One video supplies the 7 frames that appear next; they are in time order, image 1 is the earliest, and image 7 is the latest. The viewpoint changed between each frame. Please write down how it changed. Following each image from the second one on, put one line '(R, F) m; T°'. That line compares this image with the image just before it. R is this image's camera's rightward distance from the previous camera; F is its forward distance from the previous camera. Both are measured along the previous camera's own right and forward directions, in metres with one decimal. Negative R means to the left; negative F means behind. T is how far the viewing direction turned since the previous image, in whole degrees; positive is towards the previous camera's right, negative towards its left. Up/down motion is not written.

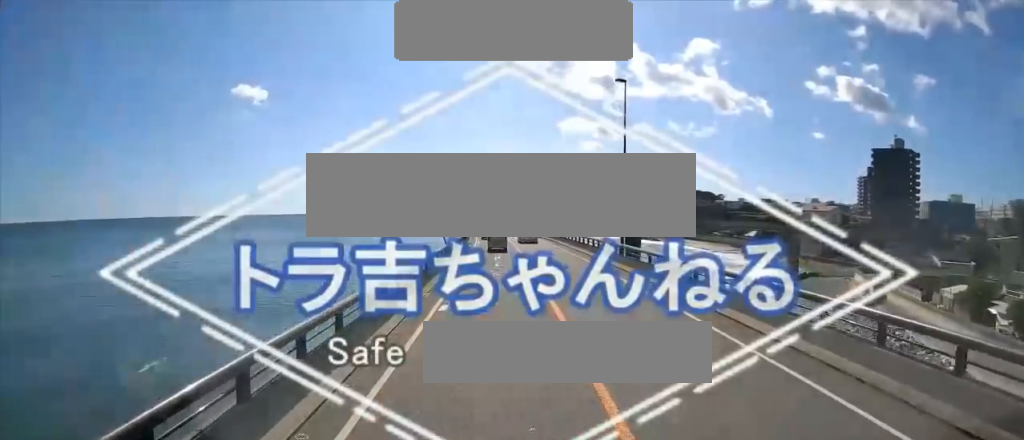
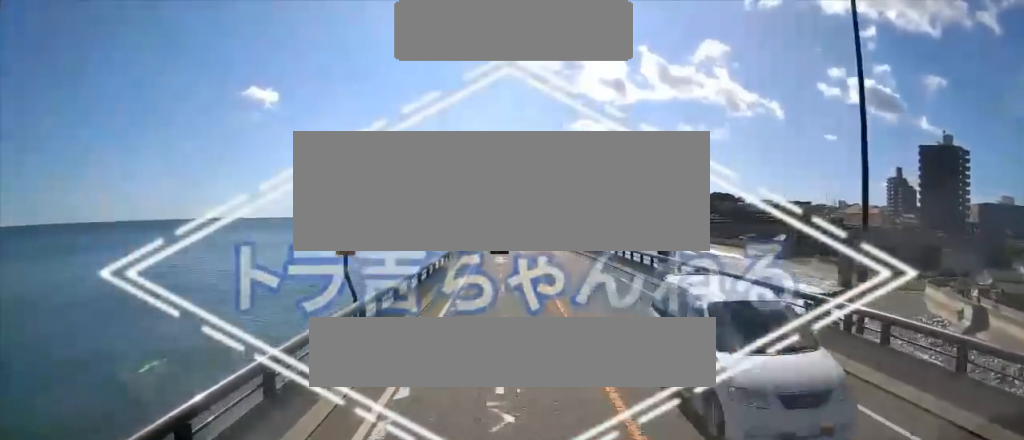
(-0.2, +22.1) m; -3°
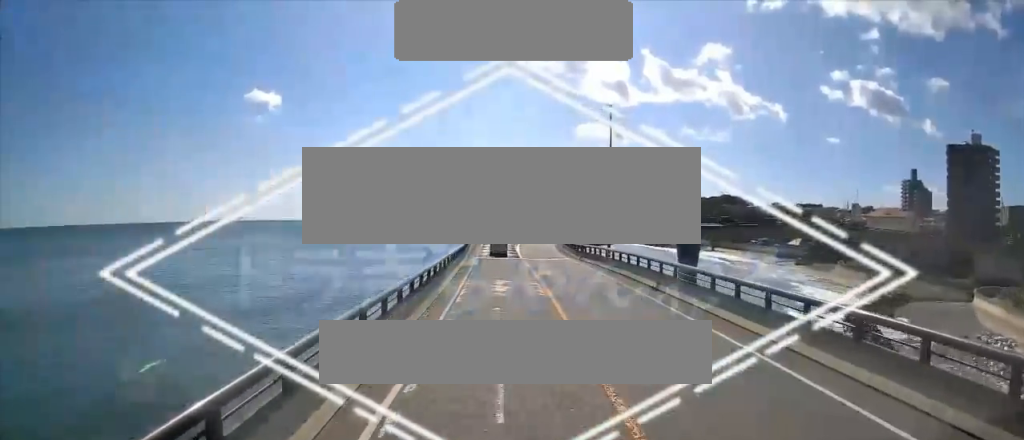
(+0.1, +13.5) m; +2°
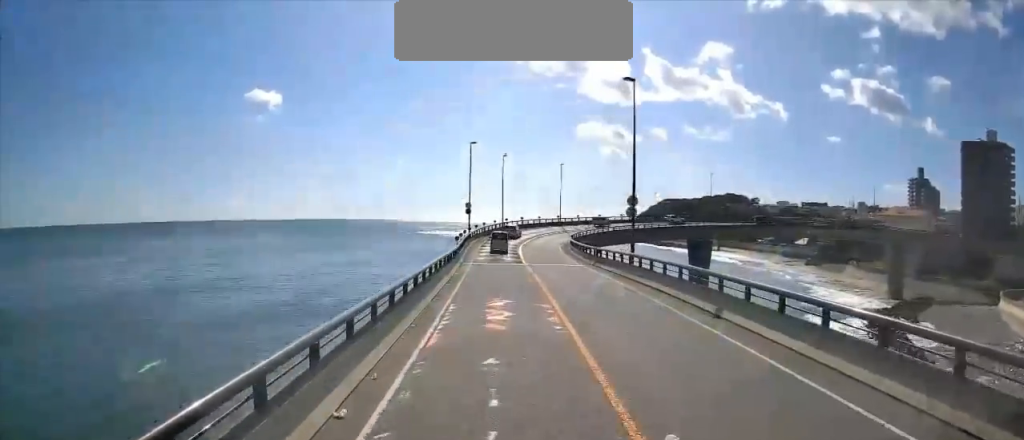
(+0.2, +6.6) m; +1°
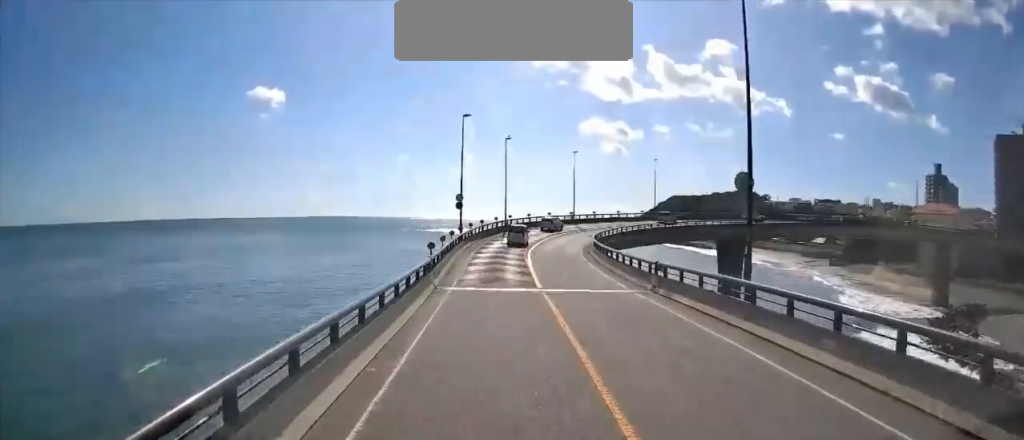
(+0.1, +13.4) m; -1°
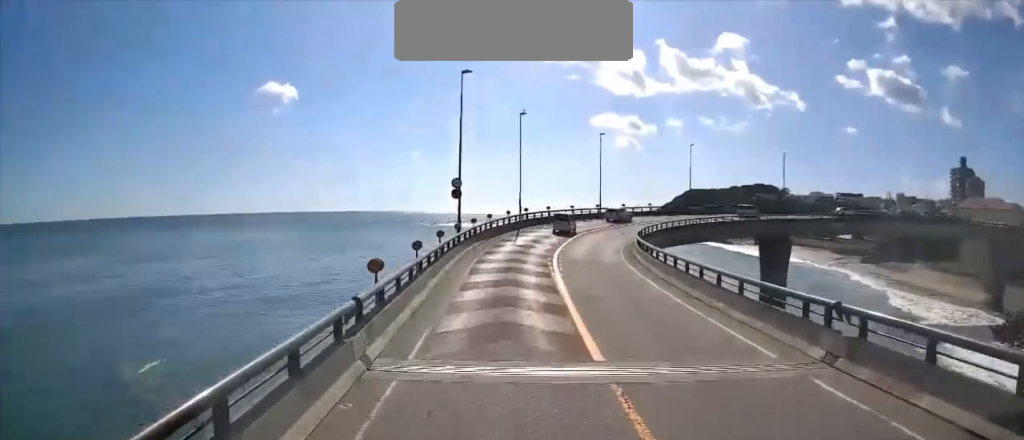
(-0.3, +11.1) m; -2°
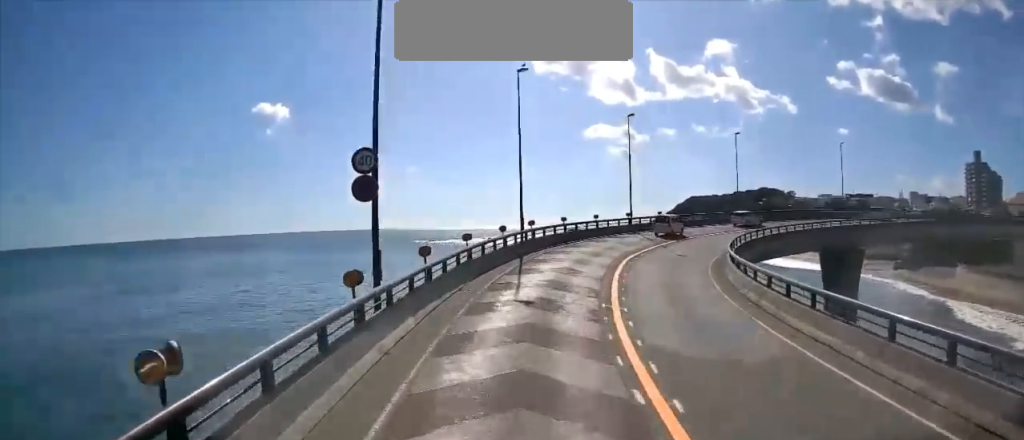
(-0.1, +18.4) m; 0°
